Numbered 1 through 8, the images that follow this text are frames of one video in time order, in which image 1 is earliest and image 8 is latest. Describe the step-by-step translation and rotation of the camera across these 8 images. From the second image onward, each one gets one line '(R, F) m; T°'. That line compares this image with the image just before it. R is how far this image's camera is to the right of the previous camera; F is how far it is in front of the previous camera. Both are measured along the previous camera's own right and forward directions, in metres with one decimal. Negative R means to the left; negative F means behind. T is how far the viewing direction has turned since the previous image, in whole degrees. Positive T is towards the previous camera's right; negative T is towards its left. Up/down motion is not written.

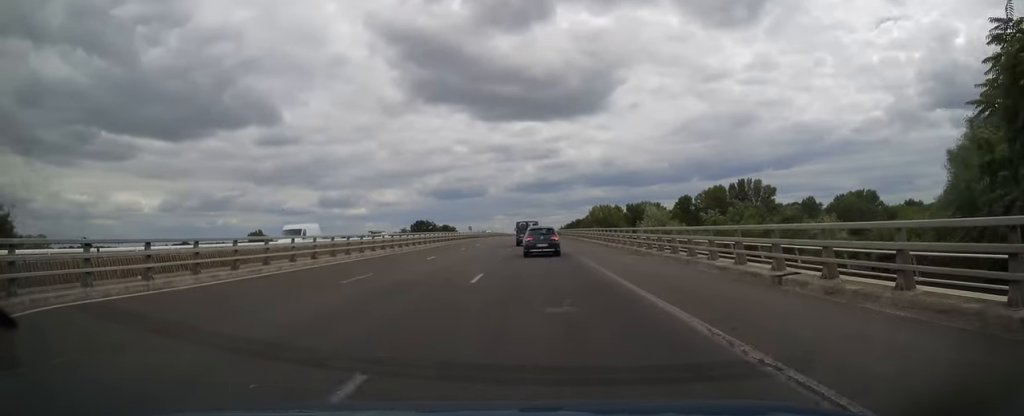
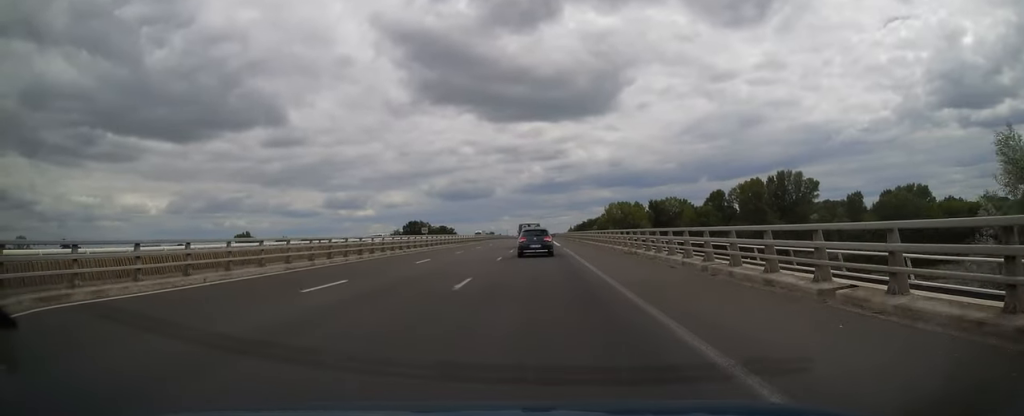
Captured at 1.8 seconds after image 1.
(-0.6, +40.3) m; -2°
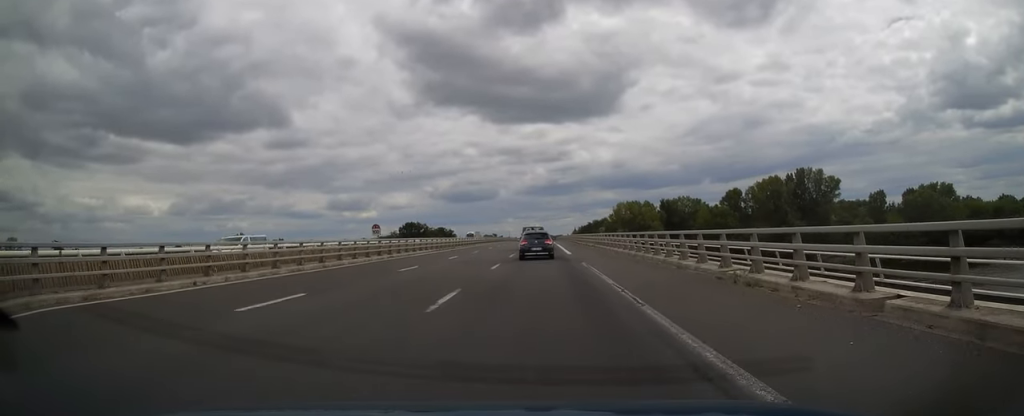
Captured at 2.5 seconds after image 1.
(-0.2, +16.5) m; 0°
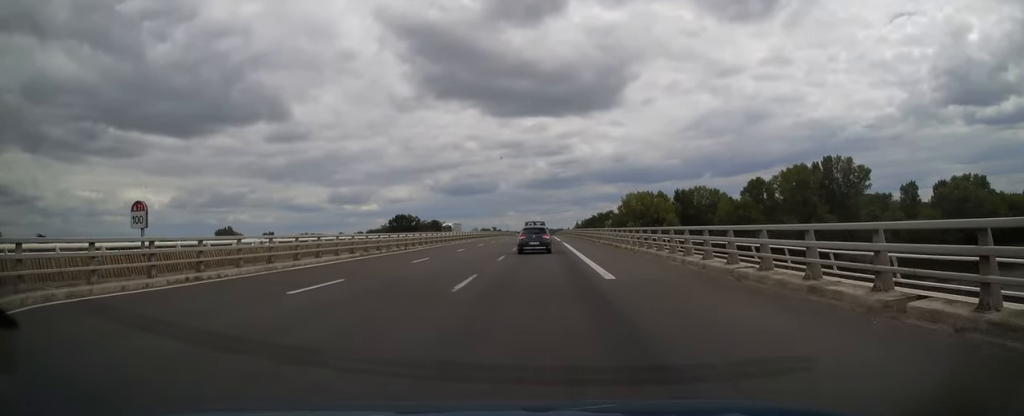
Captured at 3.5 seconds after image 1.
(0.0, +23.1) m; 0°
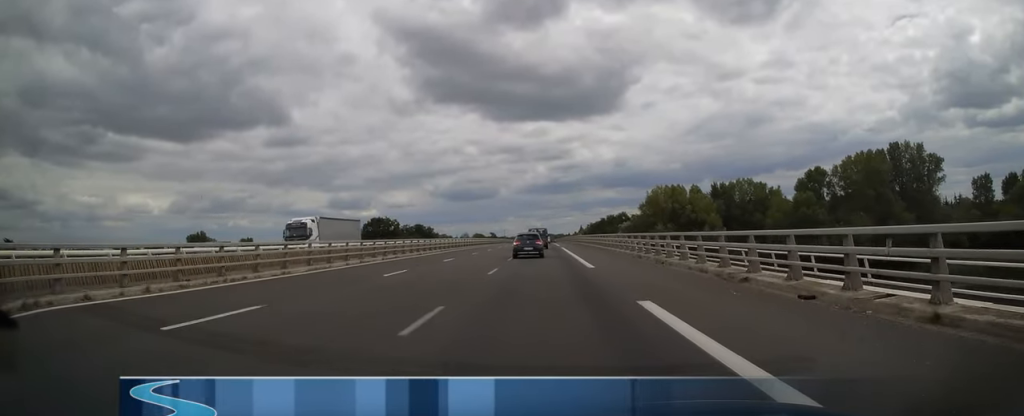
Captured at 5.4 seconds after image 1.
(0.0, +43.7) m; 0°
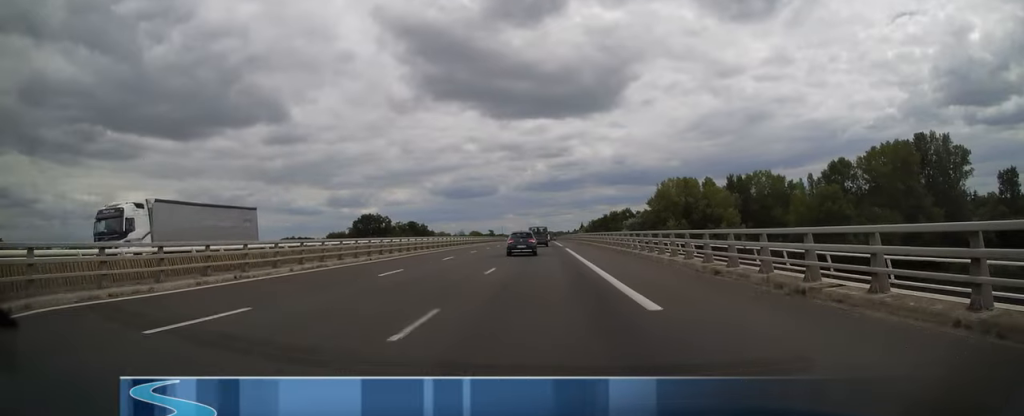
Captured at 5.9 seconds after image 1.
(0.0, +13.3) m; 0°
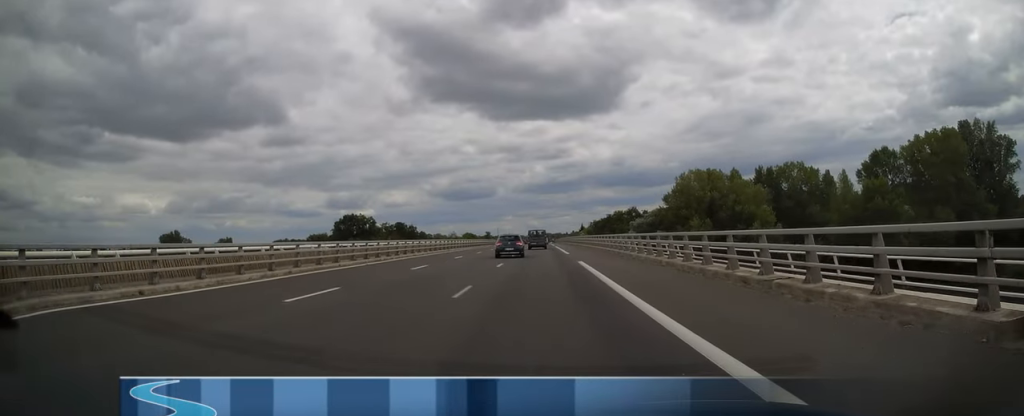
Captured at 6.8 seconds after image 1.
(0.0, +20.0) m; 0°
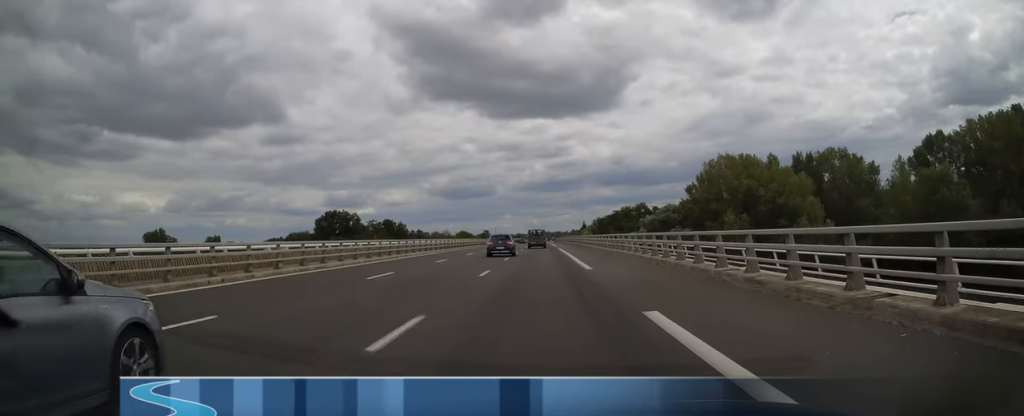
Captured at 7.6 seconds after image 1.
(0.0, +19.0) m; 0°
